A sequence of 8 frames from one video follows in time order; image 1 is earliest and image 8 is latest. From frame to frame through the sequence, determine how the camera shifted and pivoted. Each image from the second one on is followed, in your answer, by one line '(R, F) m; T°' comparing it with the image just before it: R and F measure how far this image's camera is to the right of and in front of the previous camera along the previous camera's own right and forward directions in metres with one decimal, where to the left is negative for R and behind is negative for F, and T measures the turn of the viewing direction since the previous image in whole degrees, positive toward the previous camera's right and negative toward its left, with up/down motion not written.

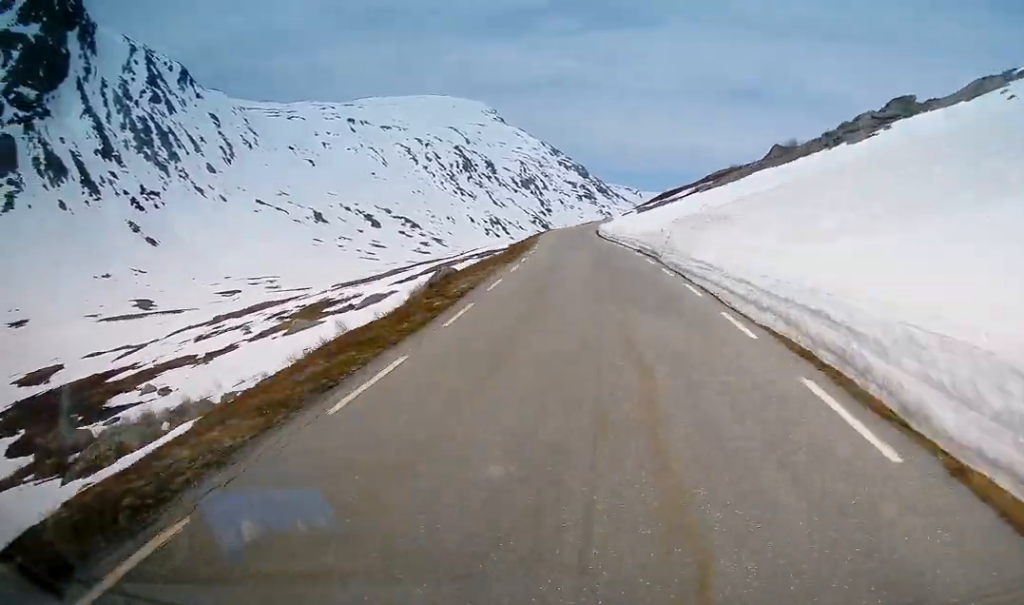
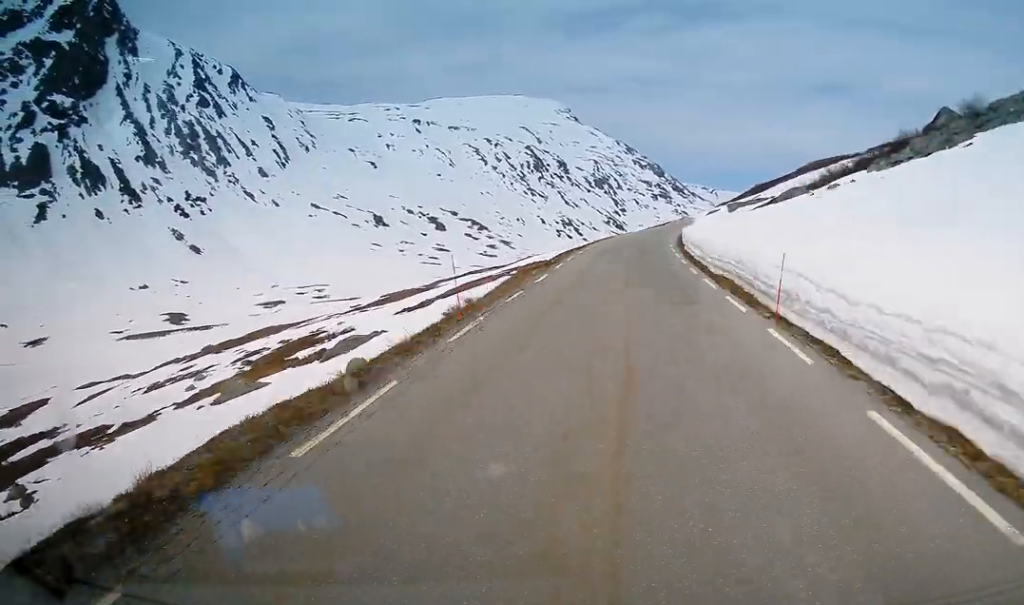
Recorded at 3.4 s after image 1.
(-2.9, +43.2) m; -1°
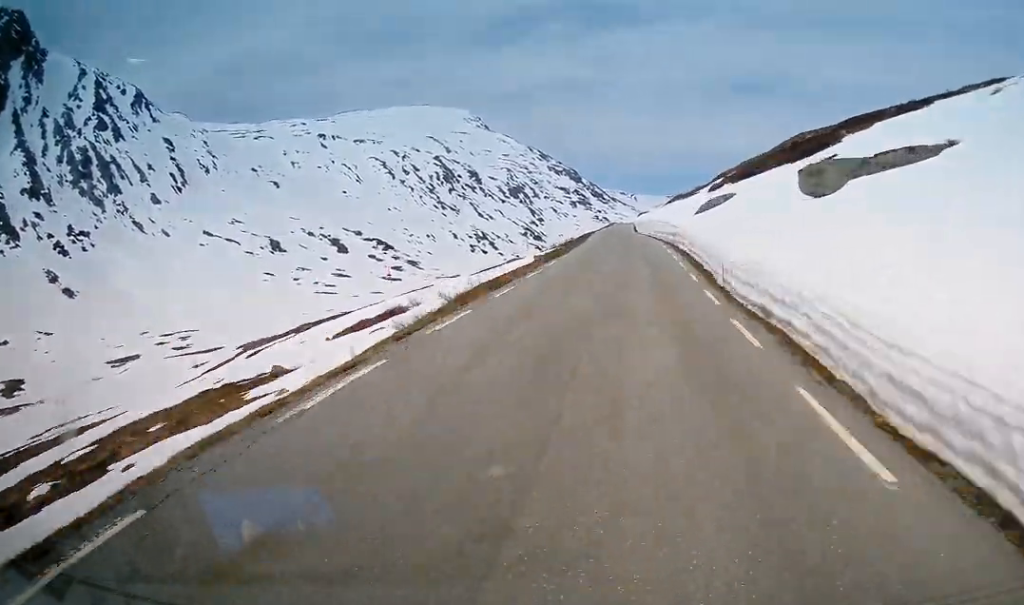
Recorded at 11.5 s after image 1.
(+0.3, +105.2) m; 0°
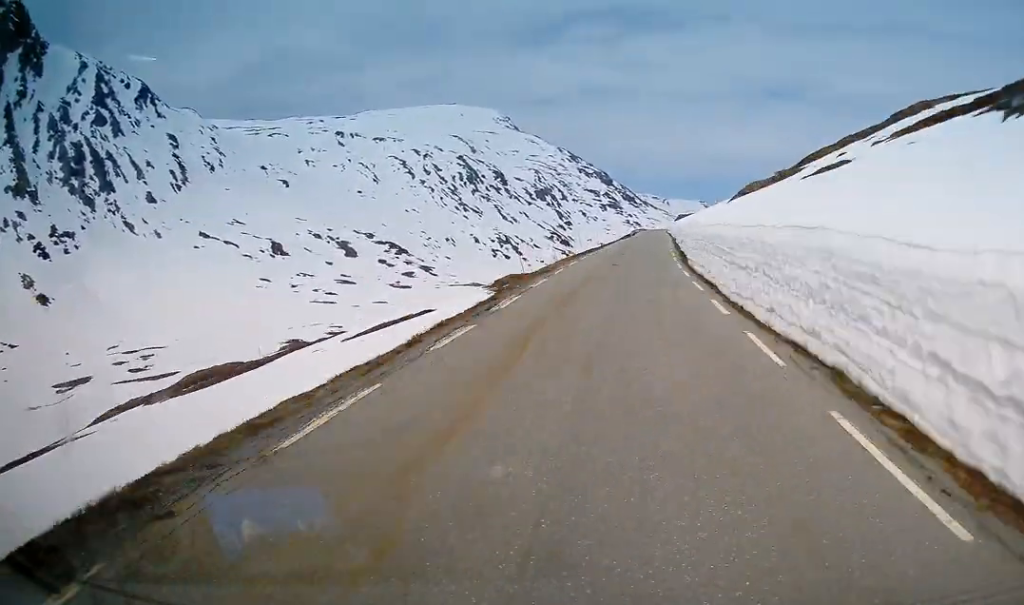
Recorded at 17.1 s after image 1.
(+0.6, +74.0) m; +1°
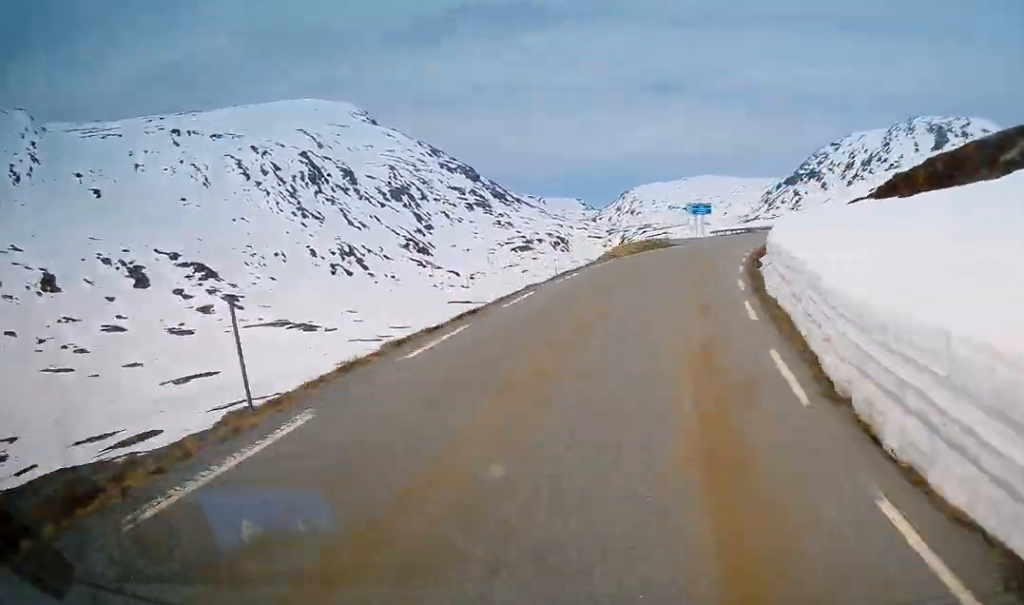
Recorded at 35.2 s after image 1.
(+21.2, +234.9) m; +17°
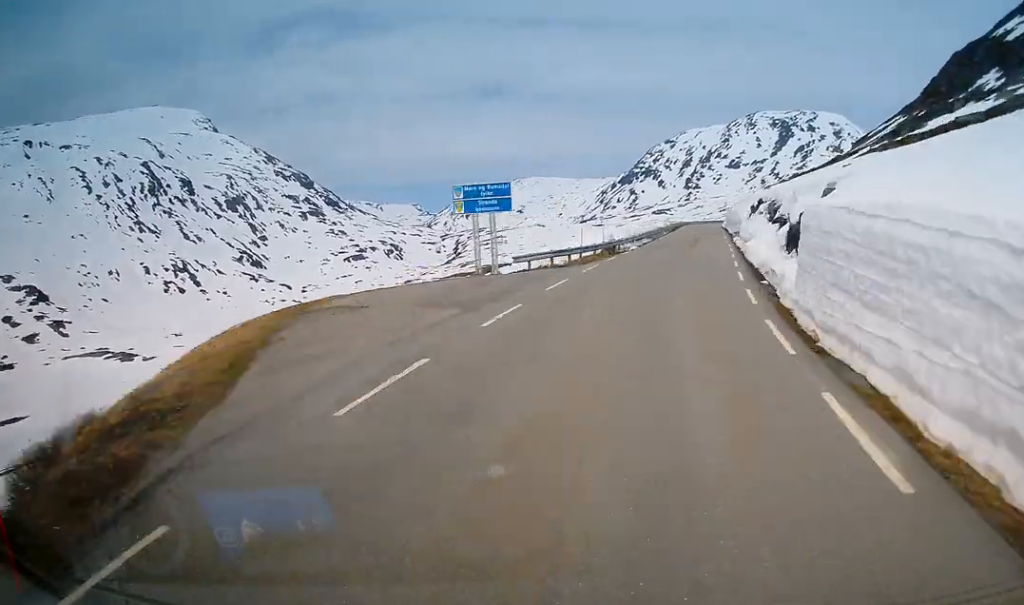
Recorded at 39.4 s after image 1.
(+2.7, +52.3) m; +6°
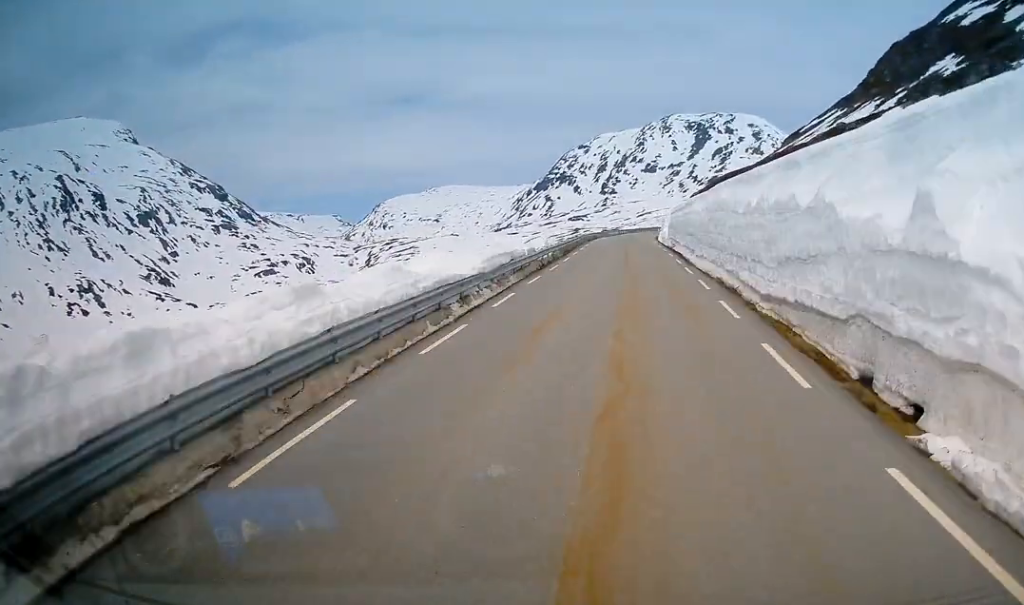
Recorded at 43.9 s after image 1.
(+3.1, +49.5) m; +5°
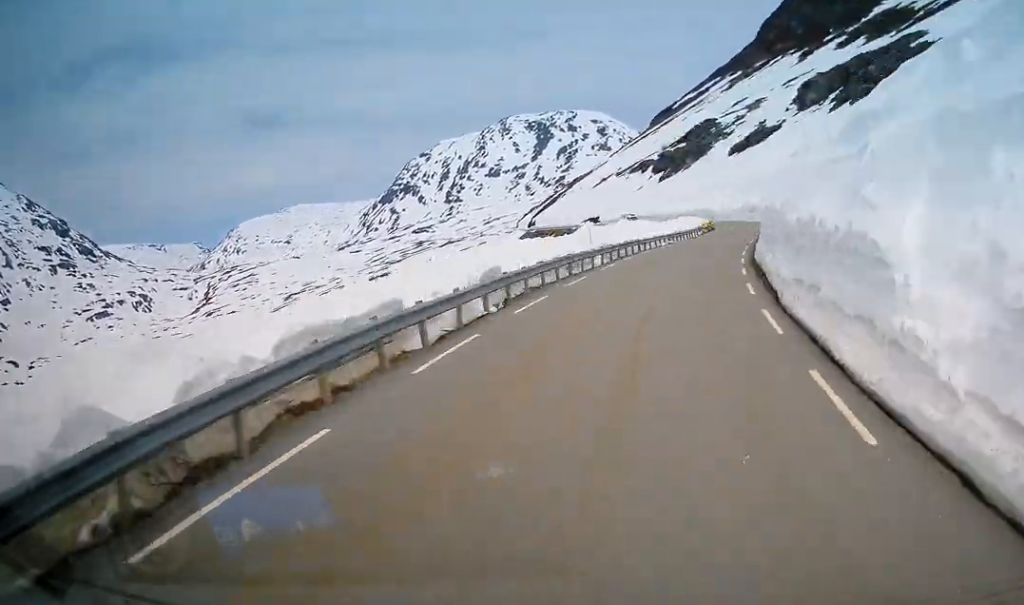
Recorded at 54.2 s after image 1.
(+11.3, +99.8) m; +13°
